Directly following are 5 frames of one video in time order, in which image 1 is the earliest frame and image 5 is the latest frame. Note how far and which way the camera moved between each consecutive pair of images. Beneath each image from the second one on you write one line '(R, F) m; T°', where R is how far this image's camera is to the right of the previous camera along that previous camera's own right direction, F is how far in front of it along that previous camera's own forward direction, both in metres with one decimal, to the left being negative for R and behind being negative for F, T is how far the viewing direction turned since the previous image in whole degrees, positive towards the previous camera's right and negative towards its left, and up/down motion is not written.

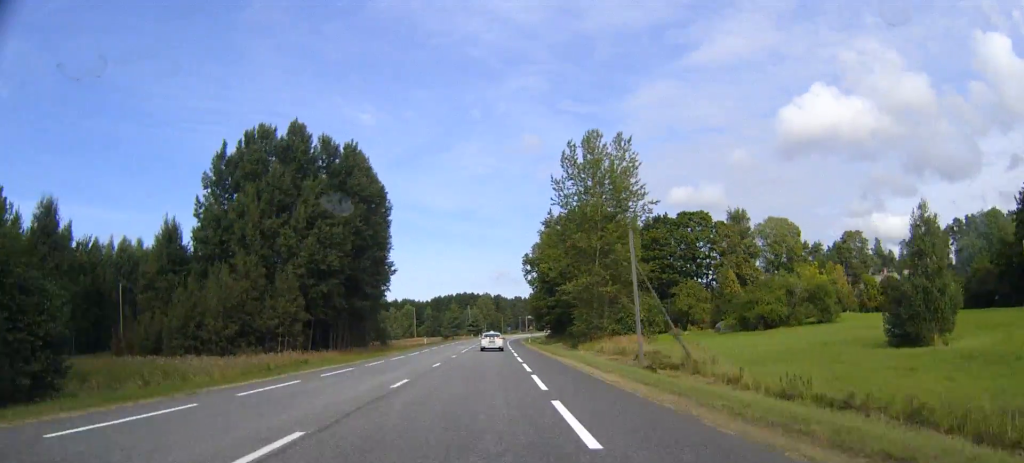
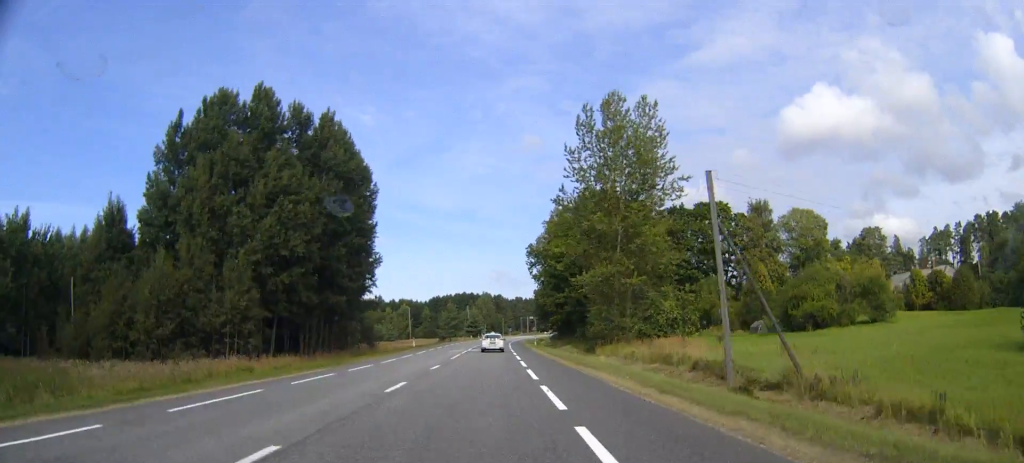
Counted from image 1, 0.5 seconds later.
(+0.1, +12.9) m; 0°
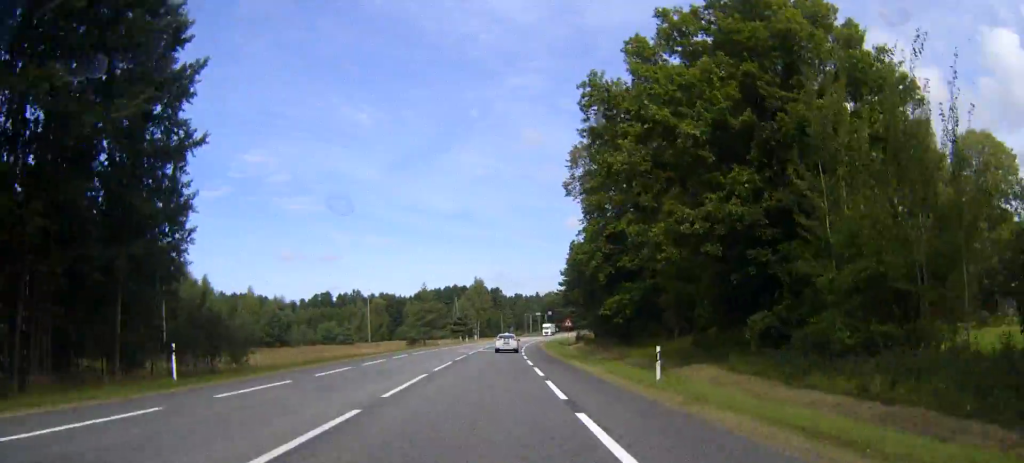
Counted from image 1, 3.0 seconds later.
(0.0, +58.7) m; +3°
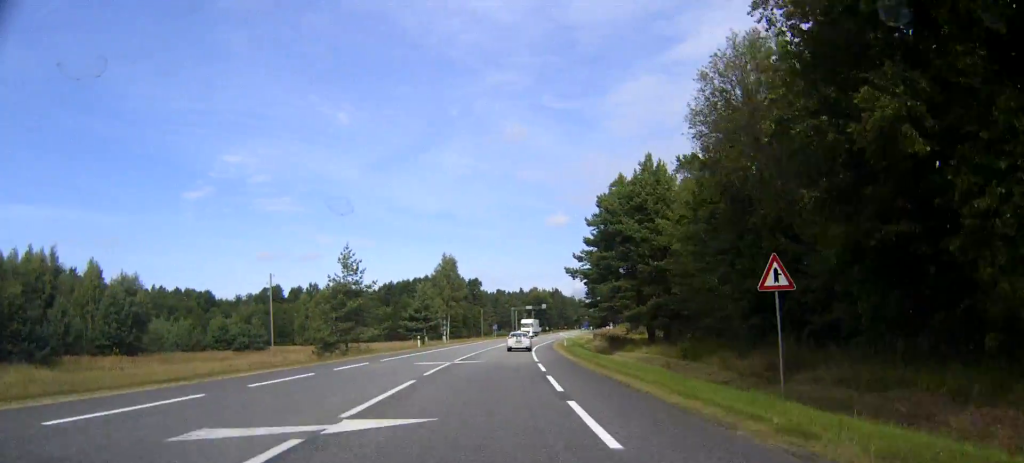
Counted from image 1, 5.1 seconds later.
(+2.4, +47.3) m; +3°
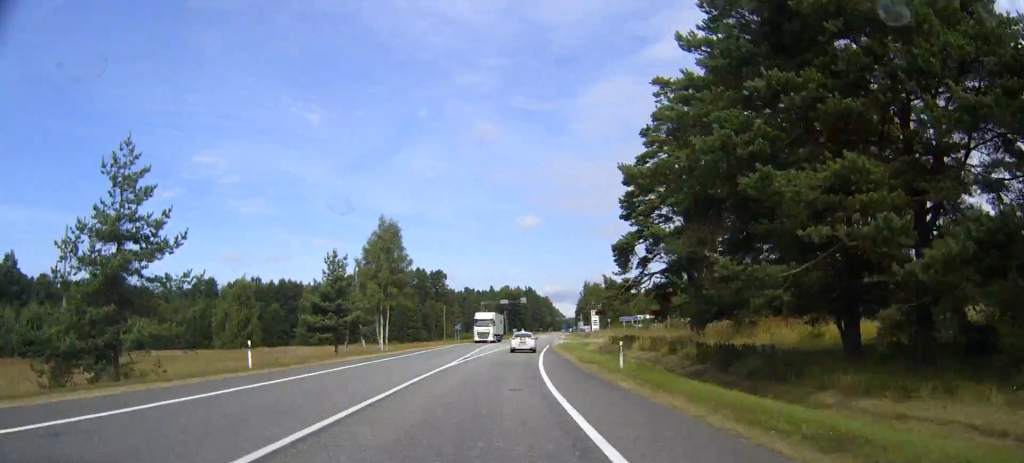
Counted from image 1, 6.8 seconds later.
(+0.3, +34.1) m; +1°
